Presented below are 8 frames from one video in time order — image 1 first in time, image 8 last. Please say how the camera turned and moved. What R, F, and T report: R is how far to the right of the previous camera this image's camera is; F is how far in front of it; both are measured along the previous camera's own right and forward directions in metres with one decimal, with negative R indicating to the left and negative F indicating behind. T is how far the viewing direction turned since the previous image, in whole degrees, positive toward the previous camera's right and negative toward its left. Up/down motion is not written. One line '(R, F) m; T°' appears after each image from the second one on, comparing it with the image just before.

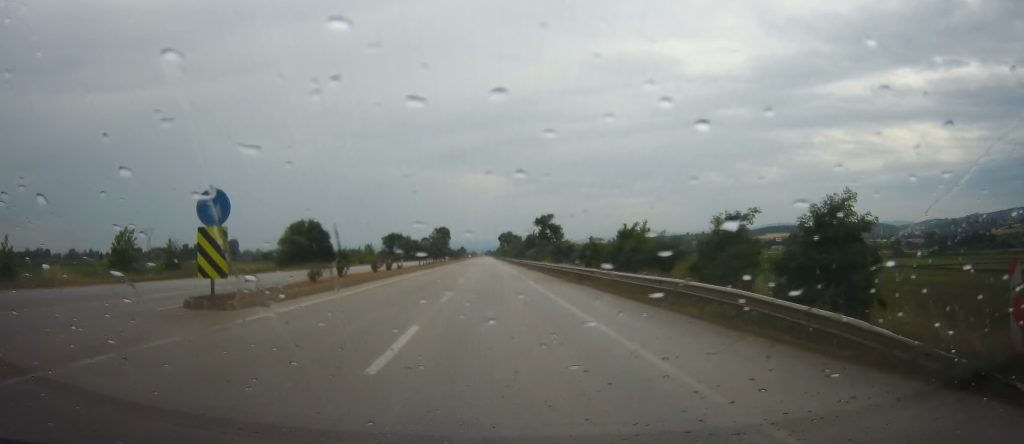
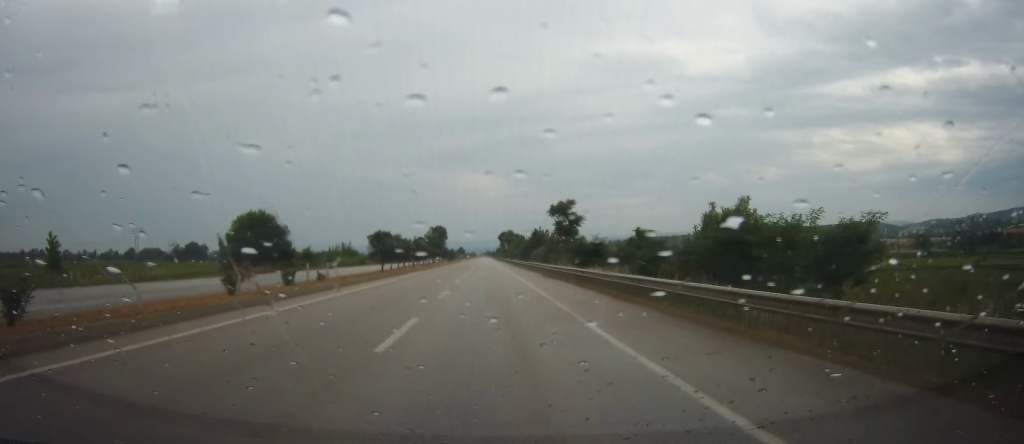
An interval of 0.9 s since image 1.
(-0.2, +21.2) m; -1°
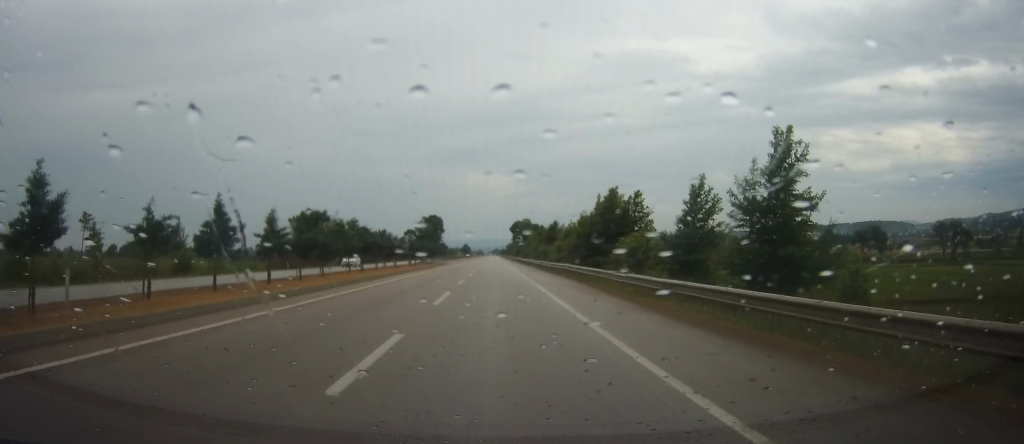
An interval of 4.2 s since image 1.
(+0.9, +73.4) m; +1°
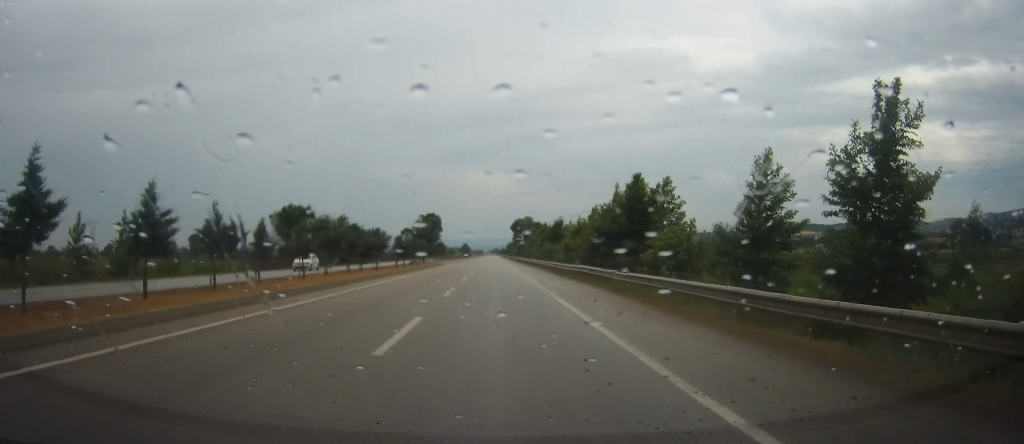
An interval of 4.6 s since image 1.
(0.0, +9.4) m; 0°
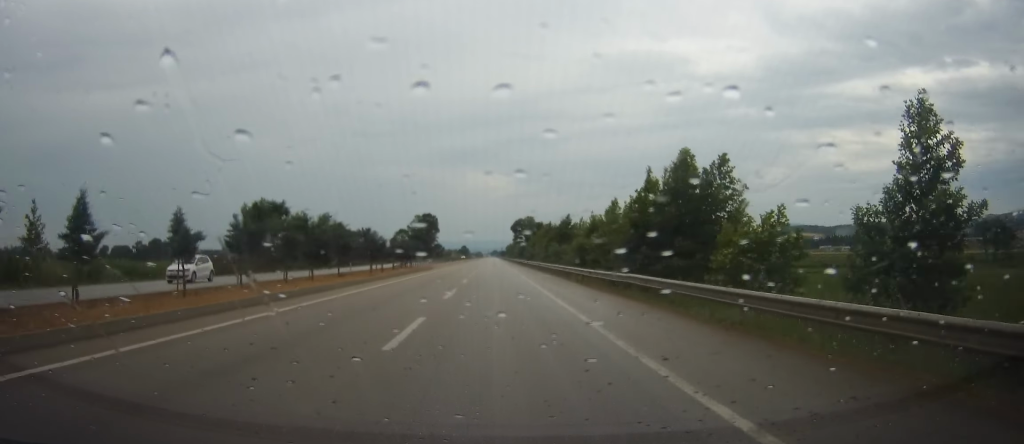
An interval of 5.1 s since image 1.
(0.0, +11.0) m; 0°
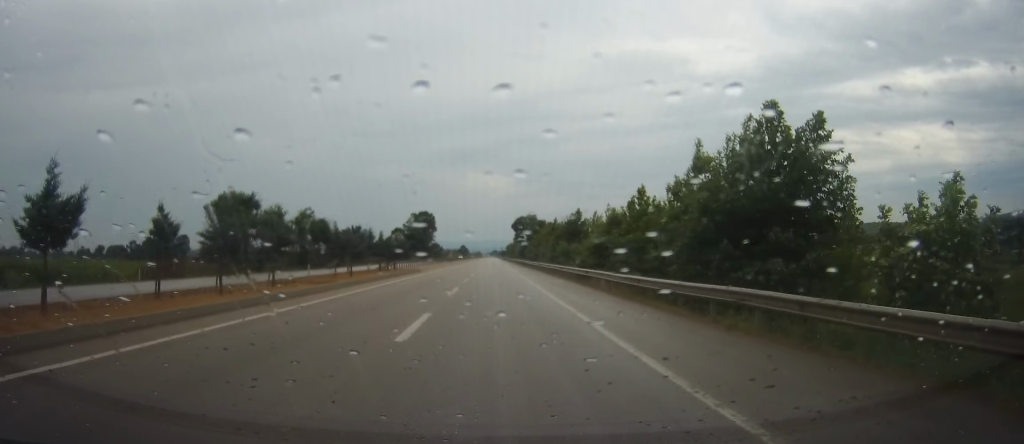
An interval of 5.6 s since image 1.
(+0.1, +11.2) m; 0°
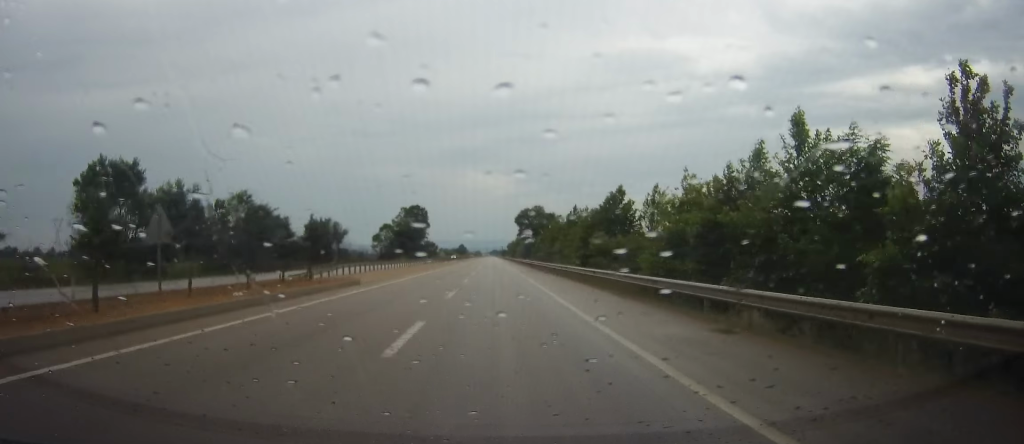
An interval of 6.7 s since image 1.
(-0.3, +25.4) m; 0°
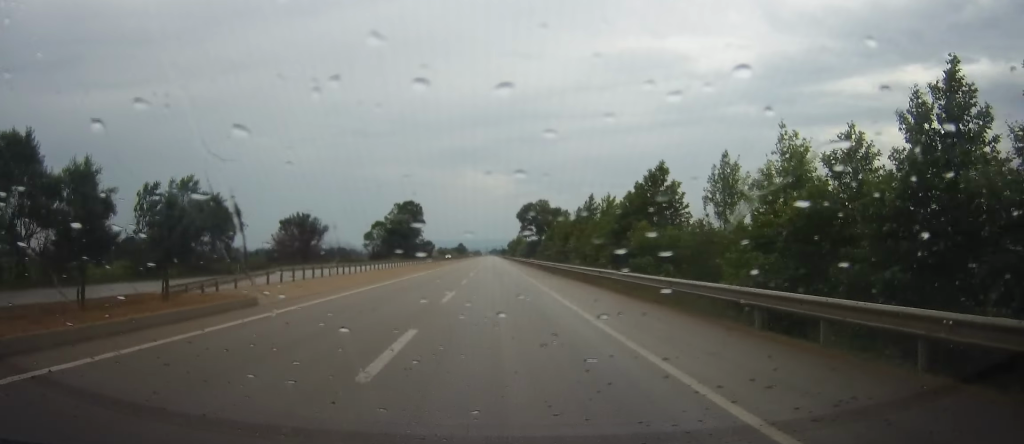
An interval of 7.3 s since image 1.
(+0.2, +13.4) m; +1°
